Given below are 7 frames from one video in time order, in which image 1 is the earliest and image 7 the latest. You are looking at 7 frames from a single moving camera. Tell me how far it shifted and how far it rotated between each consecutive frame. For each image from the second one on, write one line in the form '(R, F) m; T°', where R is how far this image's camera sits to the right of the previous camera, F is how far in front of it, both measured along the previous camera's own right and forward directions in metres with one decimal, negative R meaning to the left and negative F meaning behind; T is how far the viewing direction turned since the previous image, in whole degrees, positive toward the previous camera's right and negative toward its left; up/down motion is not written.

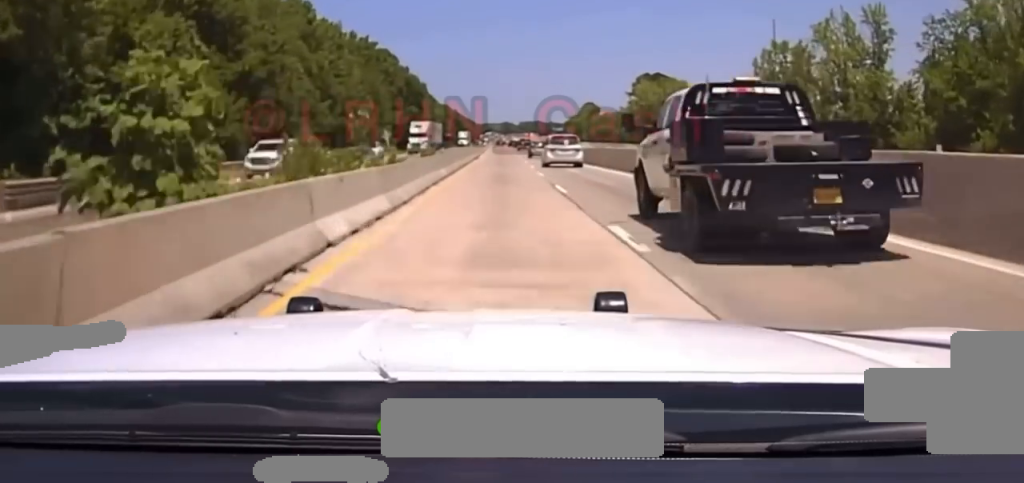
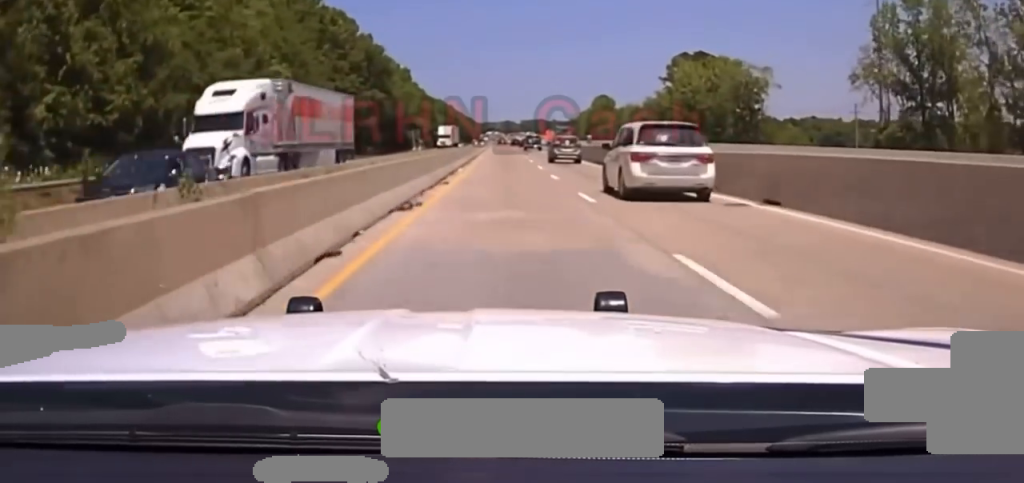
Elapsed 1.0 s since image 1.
(0.0, +51.1) m; 0°
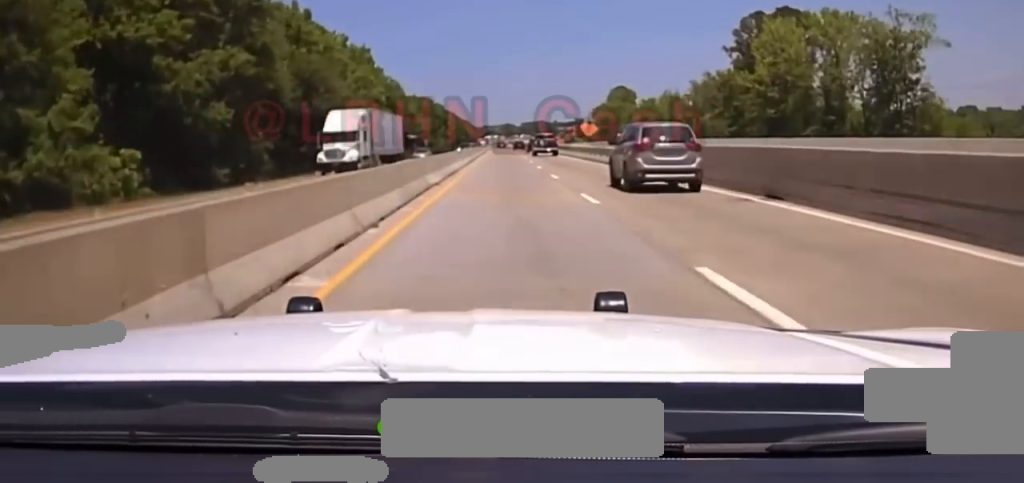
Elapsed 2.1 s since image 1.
(0.0, +64.1) m; 0°
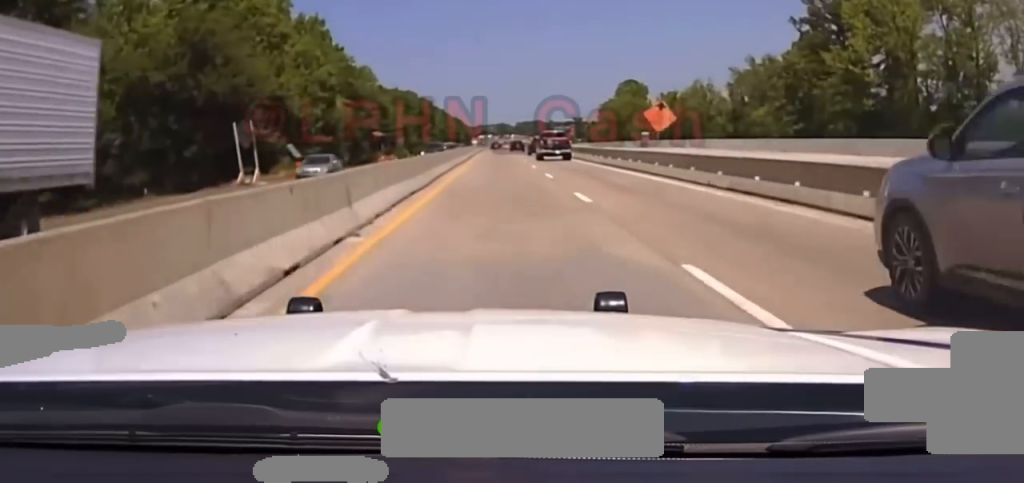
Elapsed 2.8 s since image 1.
(0.0, +39.7) m; 0°
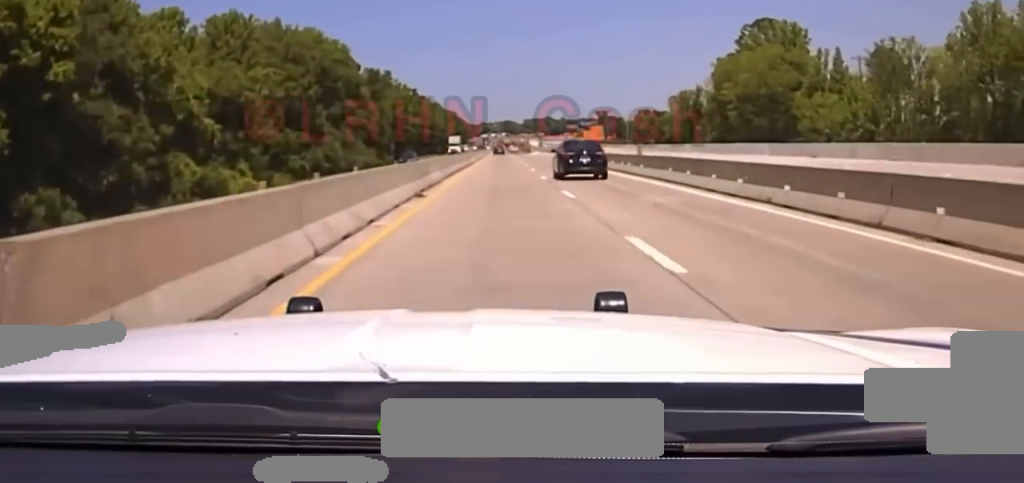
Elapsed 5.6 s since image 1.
(+0.2, +140.0) m; 0°
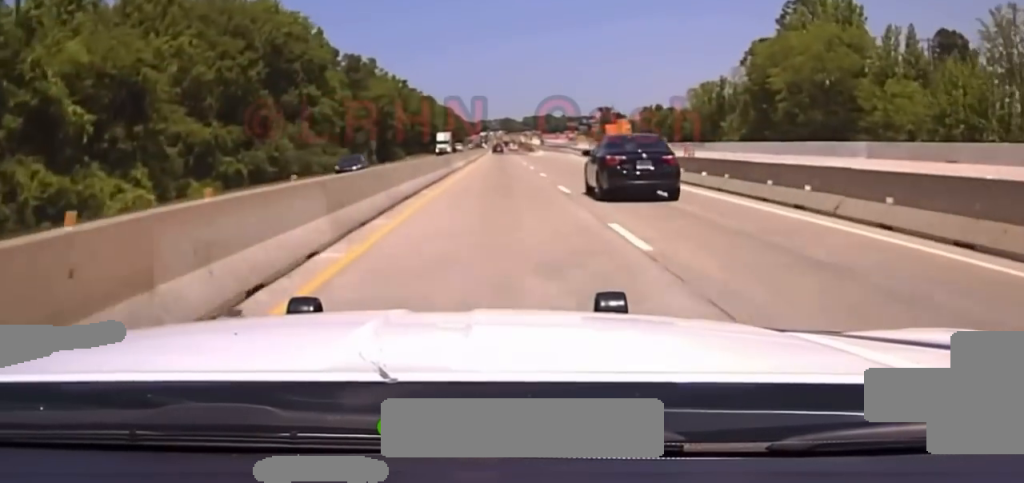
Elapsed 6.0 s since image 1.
(0.0, +21.9) m; 0°
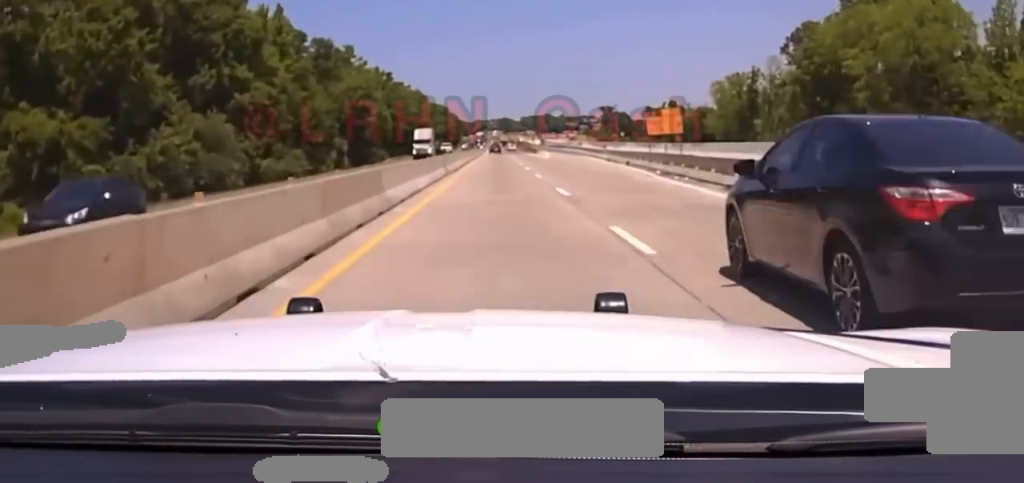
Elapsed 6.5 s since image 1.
(0.0, +23.6) m; 0°
